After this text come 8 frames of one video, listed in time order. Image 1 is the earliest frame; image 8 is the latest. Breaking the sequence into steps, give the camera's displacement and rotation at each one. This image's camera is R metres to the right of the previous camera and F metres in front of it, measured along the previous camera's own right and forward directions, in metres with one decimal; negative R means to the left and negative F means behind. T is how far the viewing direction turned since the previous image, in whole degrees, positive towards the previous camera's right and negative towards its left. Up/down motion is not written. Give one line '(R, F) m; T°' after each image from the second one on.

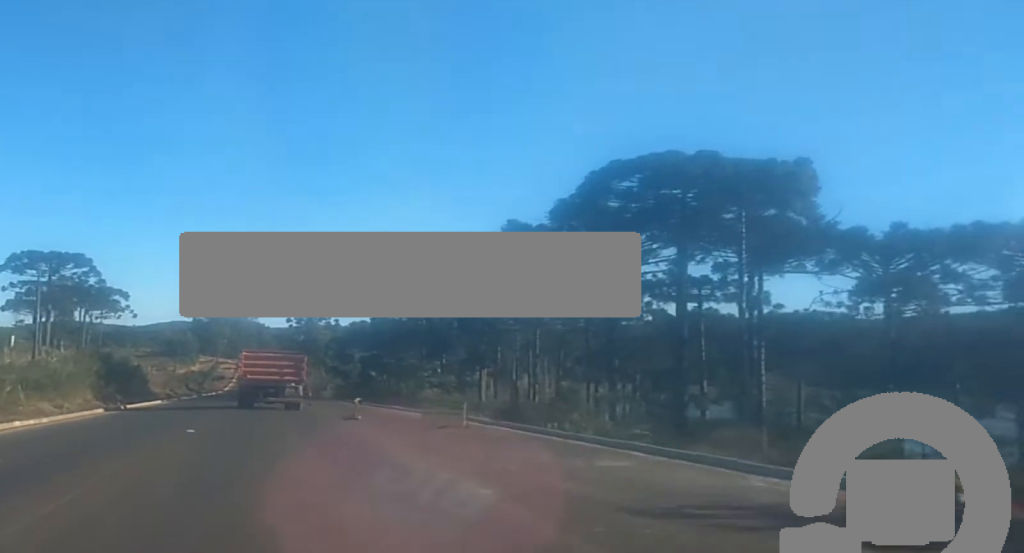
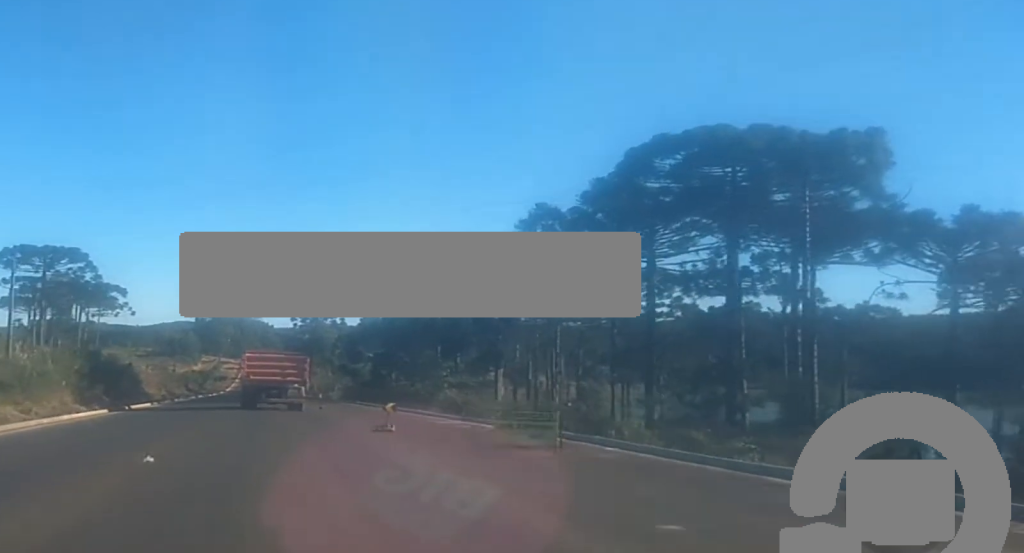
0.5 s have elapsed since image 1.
(0.0, +8.3) m; 0°
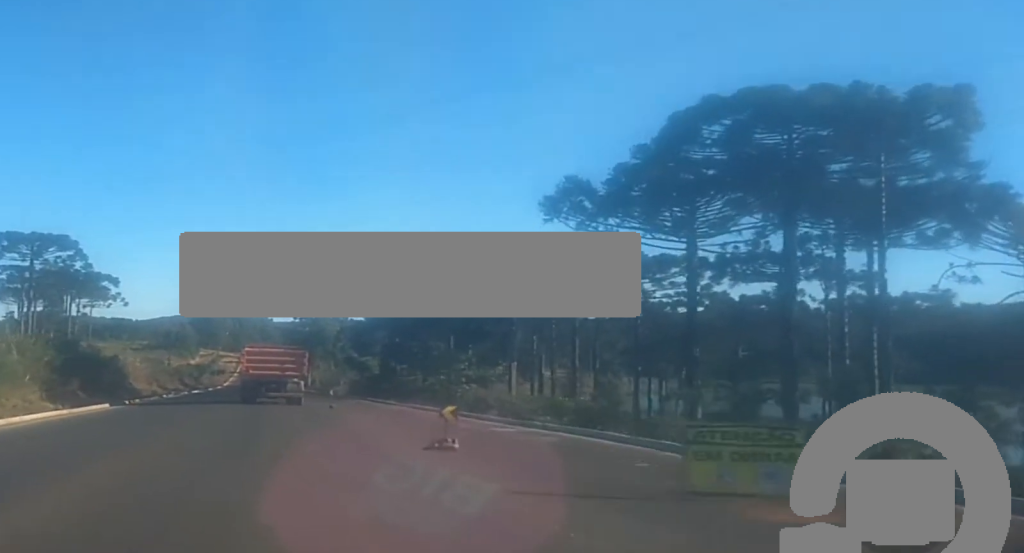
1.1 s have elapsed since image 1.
(0.0, +8.5) m; 0°
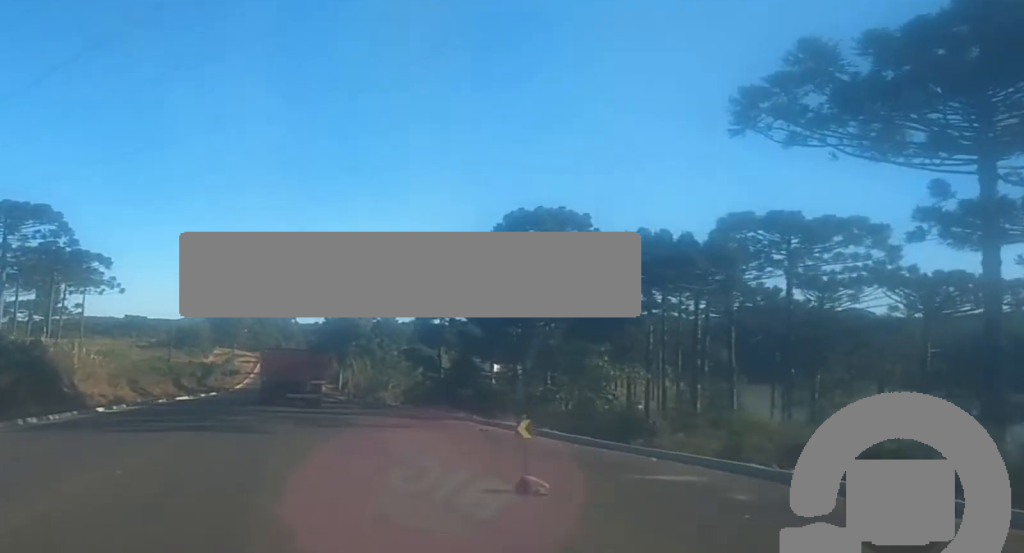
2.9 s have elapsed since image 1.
(-0.2, +30.9) m; -1°
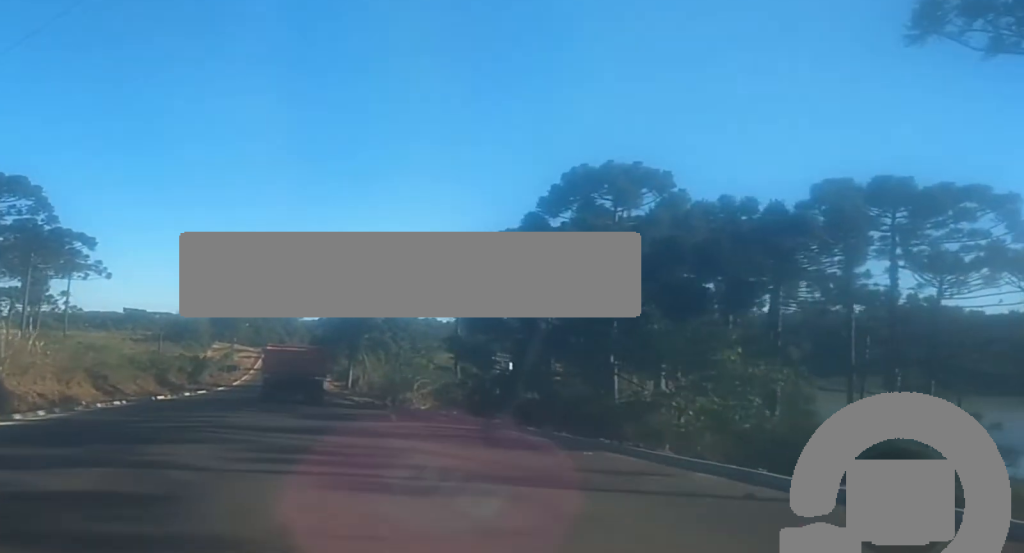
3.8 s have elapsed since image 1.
(-0.1, +14.7) m; 0°
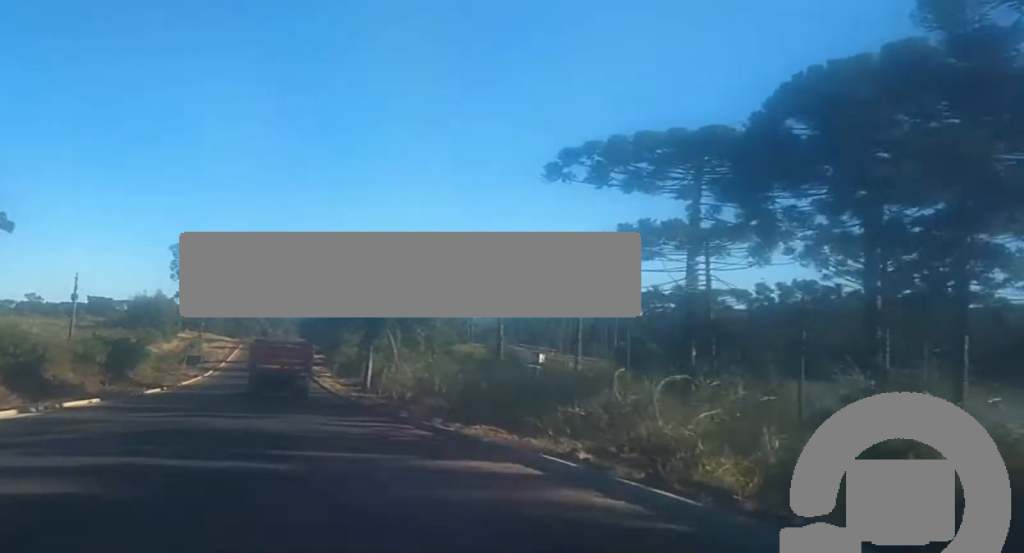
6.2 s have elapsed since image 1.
(+1.2, +42.1) m; +2°
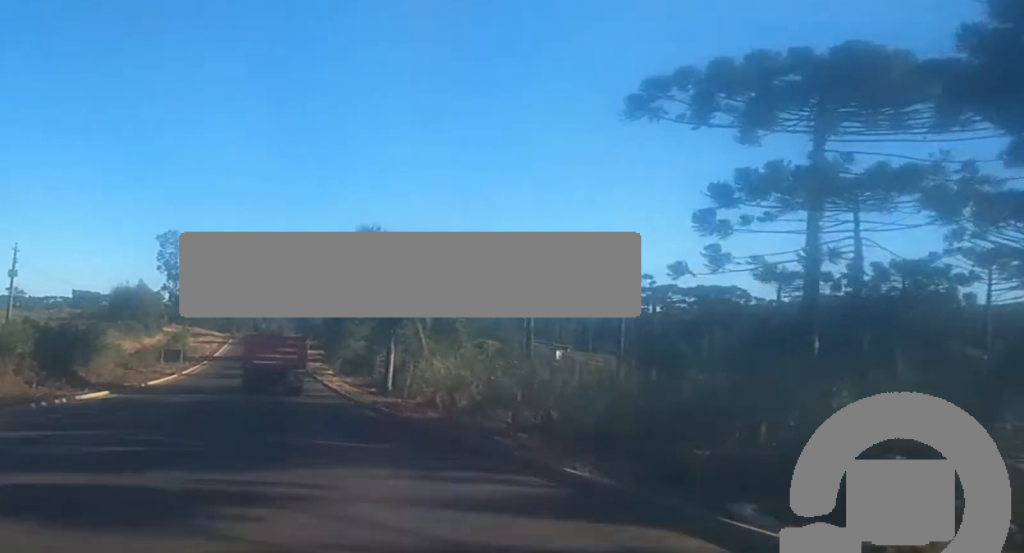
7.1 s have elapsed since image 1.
(-0.3, +16.3) m; -1°
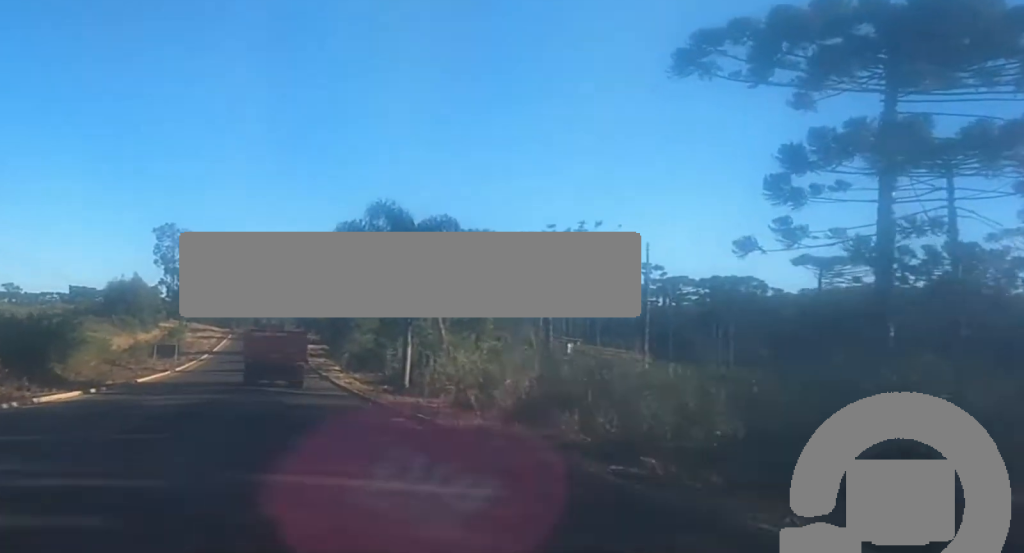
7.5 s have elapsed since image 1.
(0.0, +7.3) m; 0°
